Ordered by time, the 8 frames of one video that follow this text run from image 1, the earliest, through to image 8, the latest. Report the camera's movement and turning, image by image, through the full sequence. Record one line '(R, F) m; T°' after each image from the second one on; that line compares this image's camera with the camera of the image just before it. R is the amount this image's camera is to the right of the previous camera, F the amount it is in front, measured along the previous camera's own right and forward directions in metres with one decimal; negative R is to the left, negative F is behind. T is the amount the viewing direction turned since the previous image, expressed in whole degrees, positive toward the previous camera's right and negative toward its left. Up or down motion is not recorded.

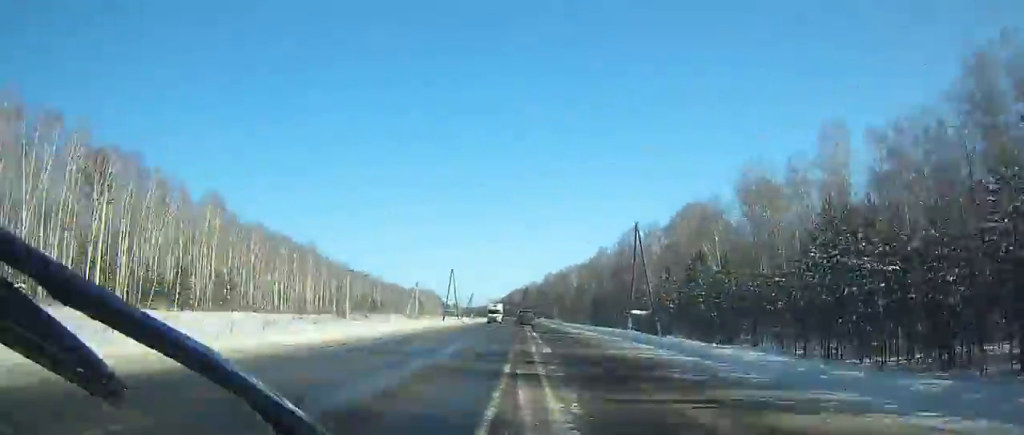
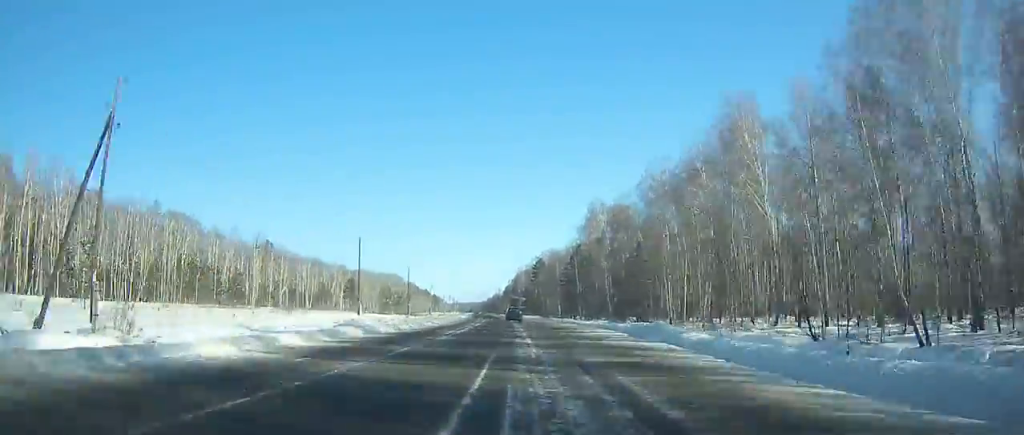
(-4.1, +159.8) m; -2°
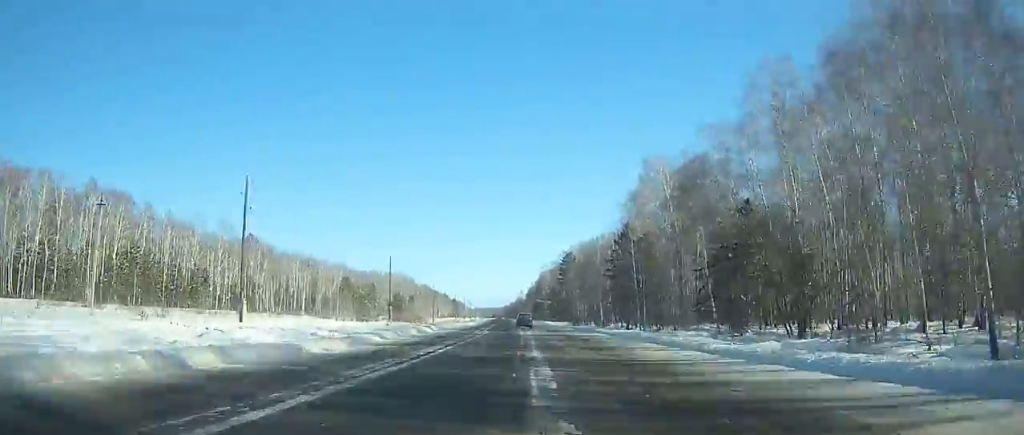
(+0.4, +32.7) m; -1°
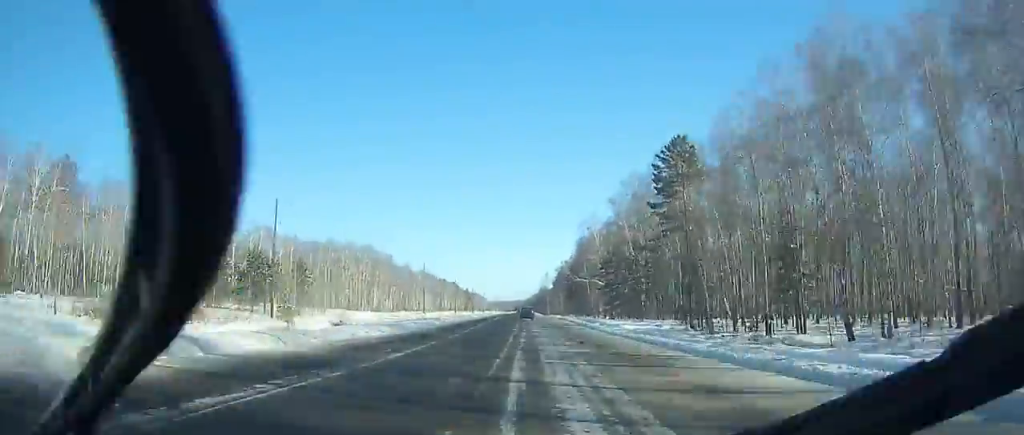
(-3.8, +96.0) m; -3°
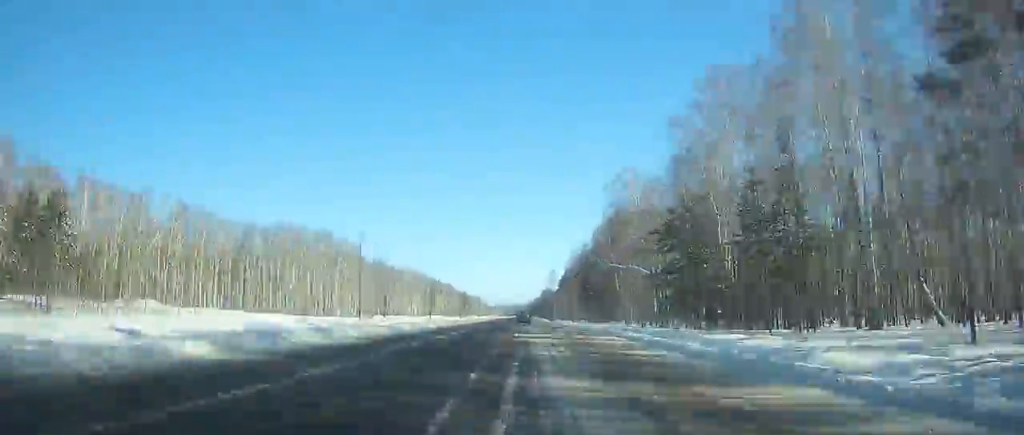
(-0.3, +43.5) m; -1°
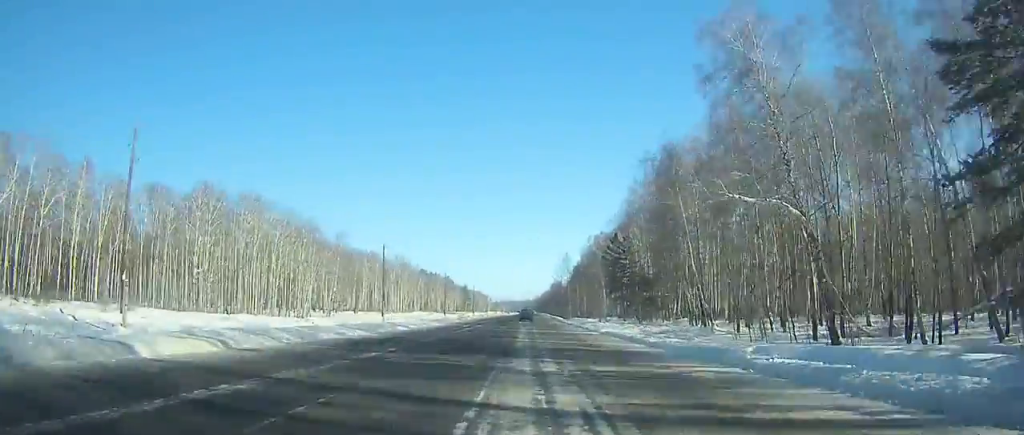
(-0.4, +42.3) m; 0°
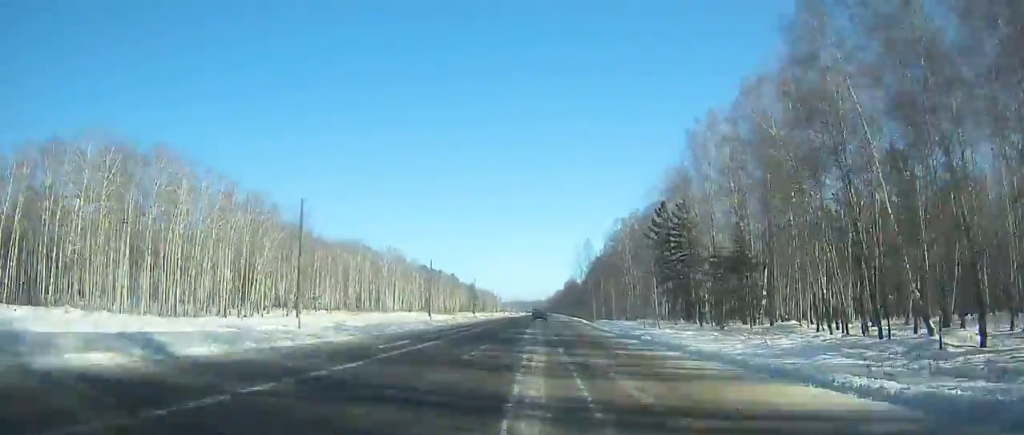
(-0.2, +30.6) m; 0°
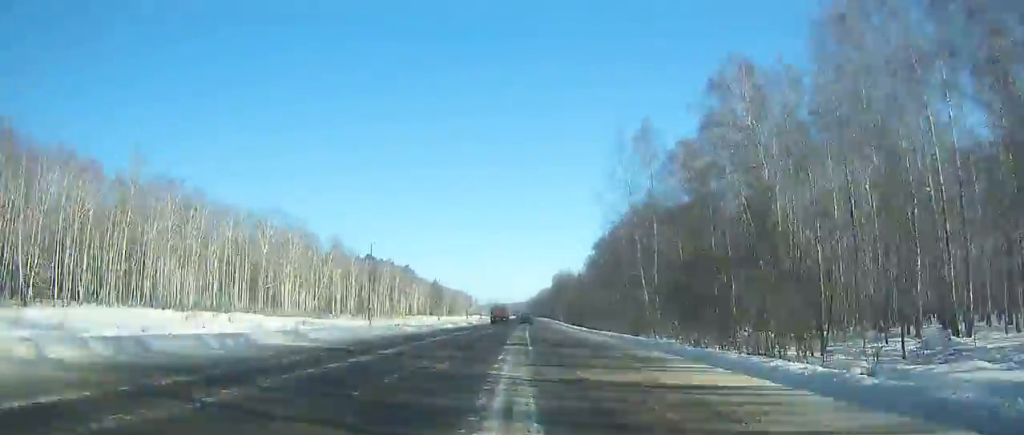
(+0.4, +84.6) m; +1°
